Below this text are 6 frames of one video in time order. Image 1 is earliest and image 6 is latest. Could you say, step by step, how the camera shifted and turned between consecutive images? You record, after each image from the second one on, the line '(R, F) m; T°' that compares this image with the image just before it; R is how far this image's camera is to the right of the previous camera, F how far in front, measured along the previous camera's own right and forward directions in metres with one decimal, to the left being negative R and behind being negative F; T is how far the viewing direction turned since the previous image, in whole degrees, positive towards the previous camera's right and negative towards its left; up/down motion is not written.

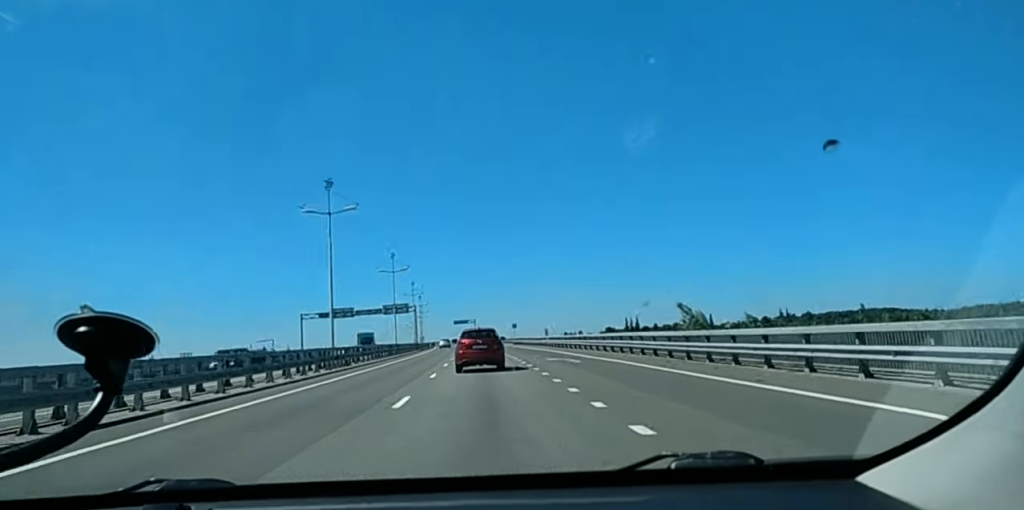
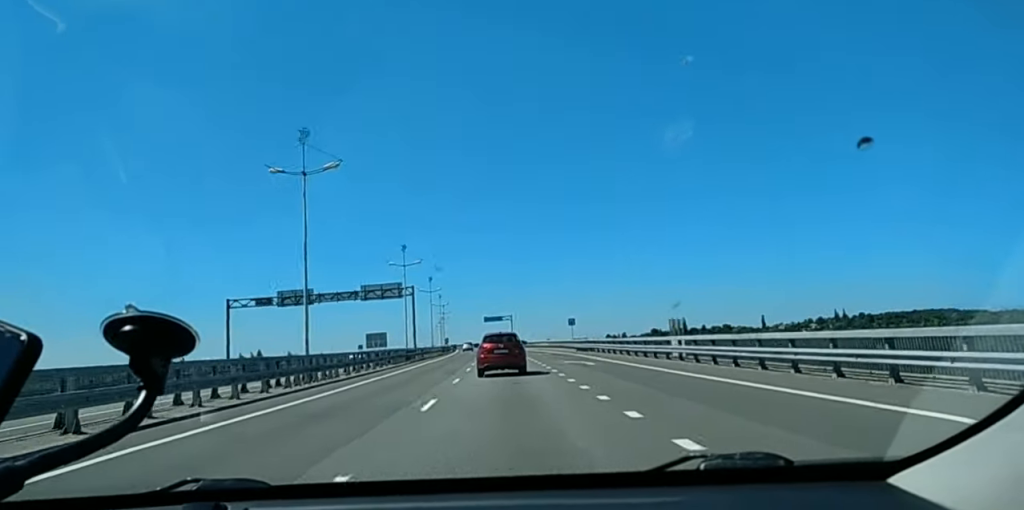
(+0.6, +55.5) m; 0°
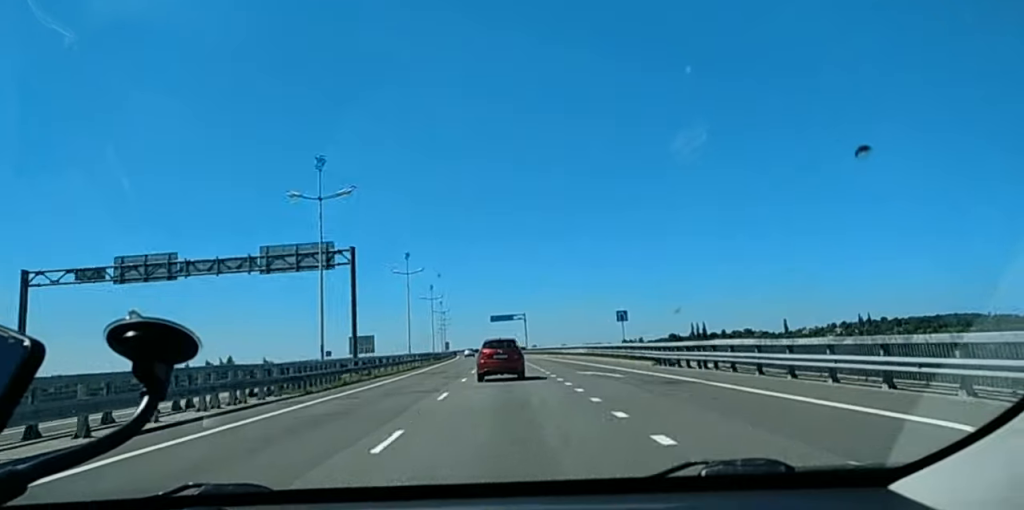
(-0.3, +37.3) m; 0°
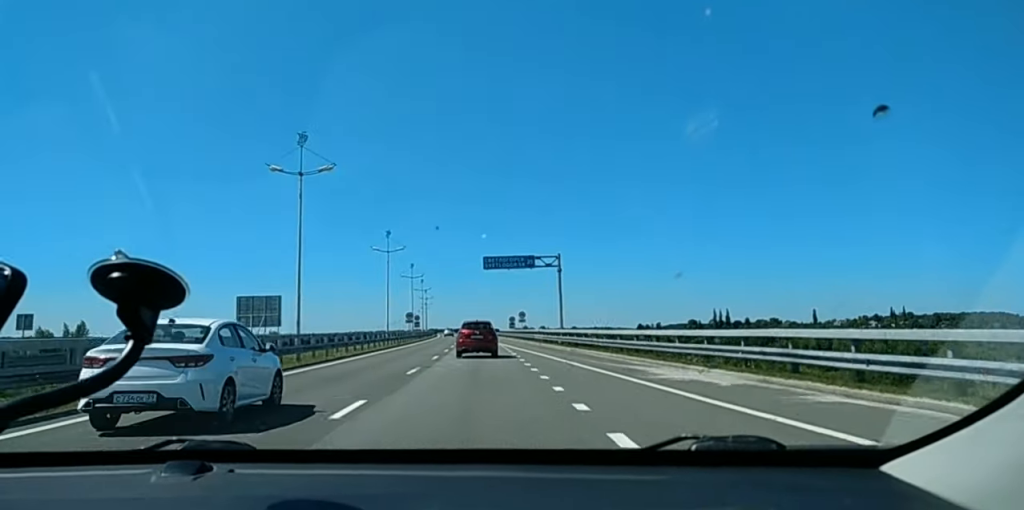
(-1.2, +84.5) m; -2°
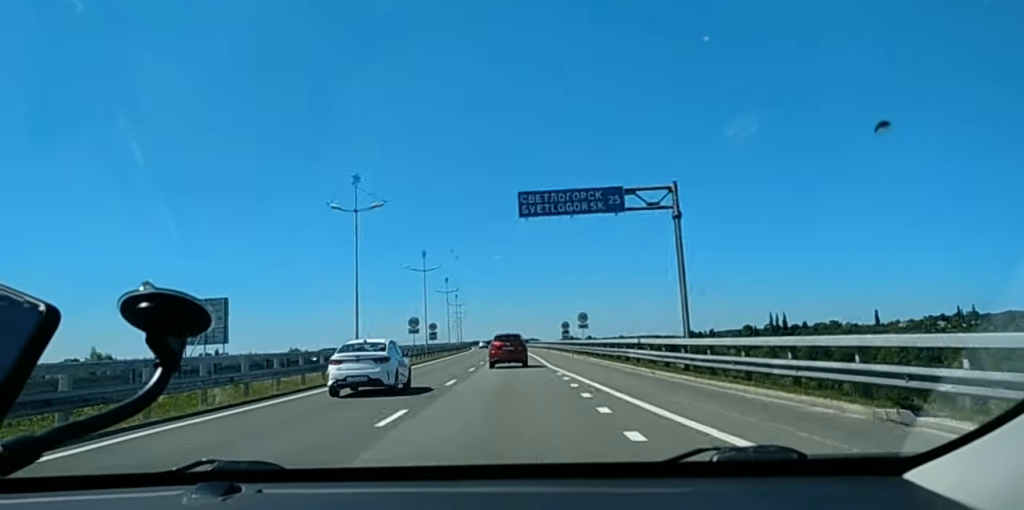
(-0.4, +34.0) m; 0°
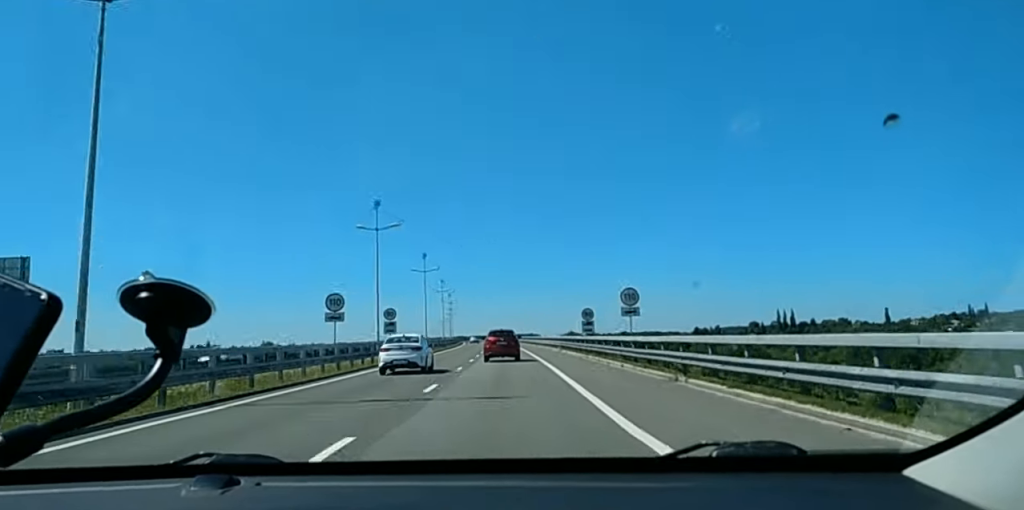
(+0.1, +28.7) m; -1°
